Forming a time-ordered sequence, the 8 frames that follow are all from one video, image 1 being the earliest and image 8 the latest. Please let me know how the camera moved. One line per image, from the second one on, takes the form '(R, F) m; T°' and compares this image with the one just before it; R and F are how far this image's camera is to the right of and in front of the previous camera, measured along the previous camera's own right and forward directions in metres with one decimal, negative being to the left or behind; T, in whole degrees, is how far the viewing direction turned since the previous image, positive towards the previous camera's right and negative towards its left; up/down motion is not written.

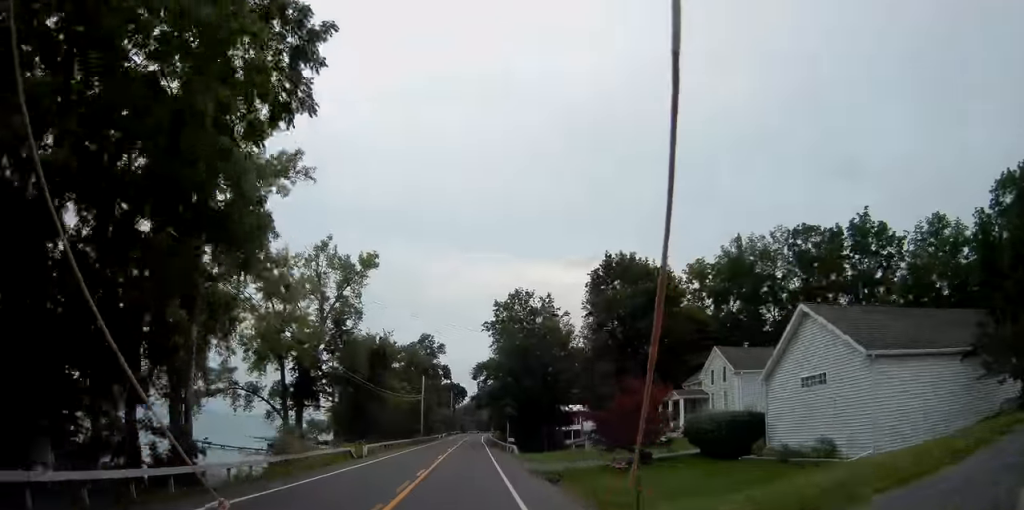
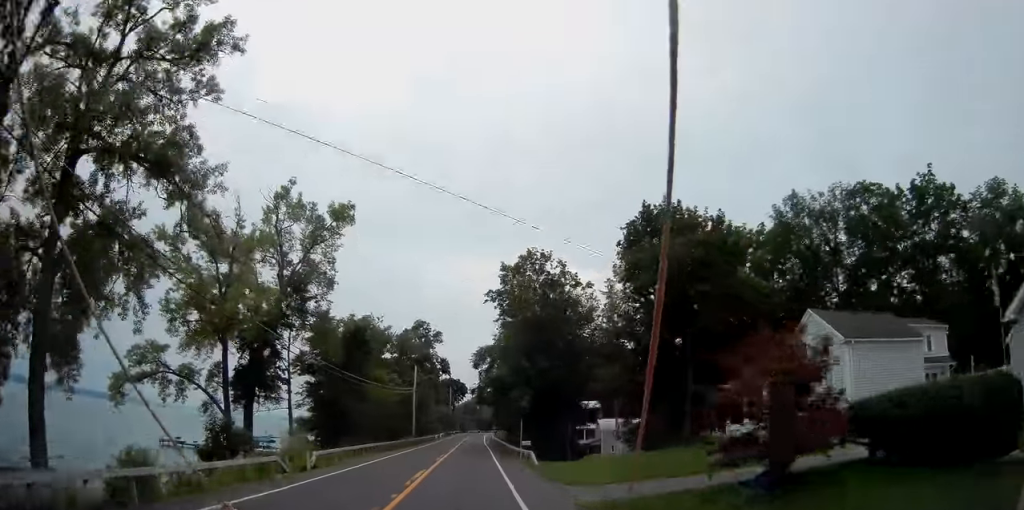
(-0.1, +12.7) m; 0°
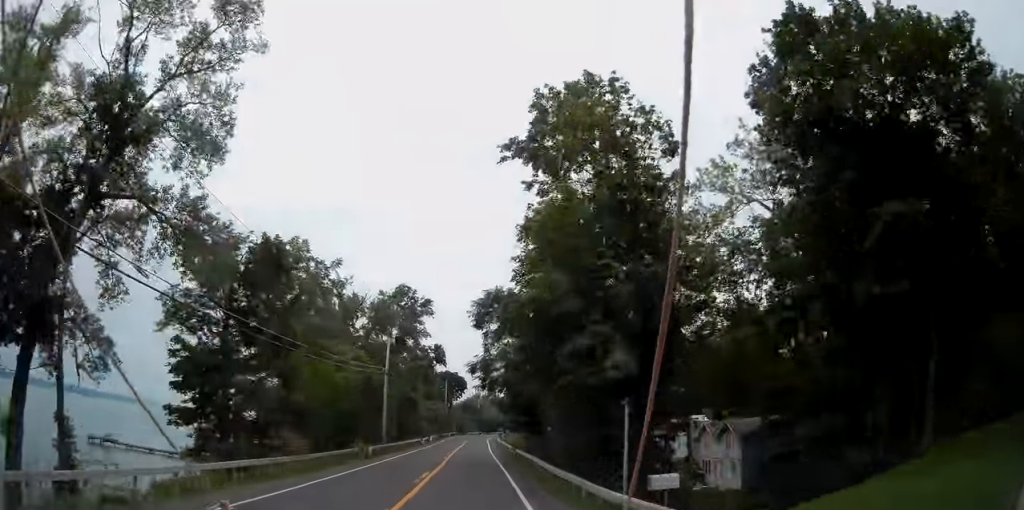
(+0.3, +24.0) m; 0°
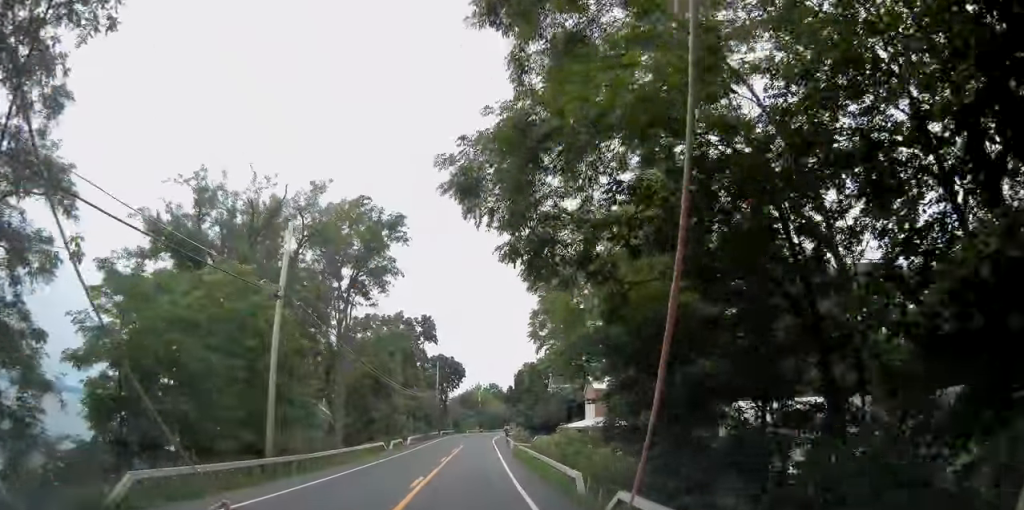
(-0.4, +27.6) m; -1°
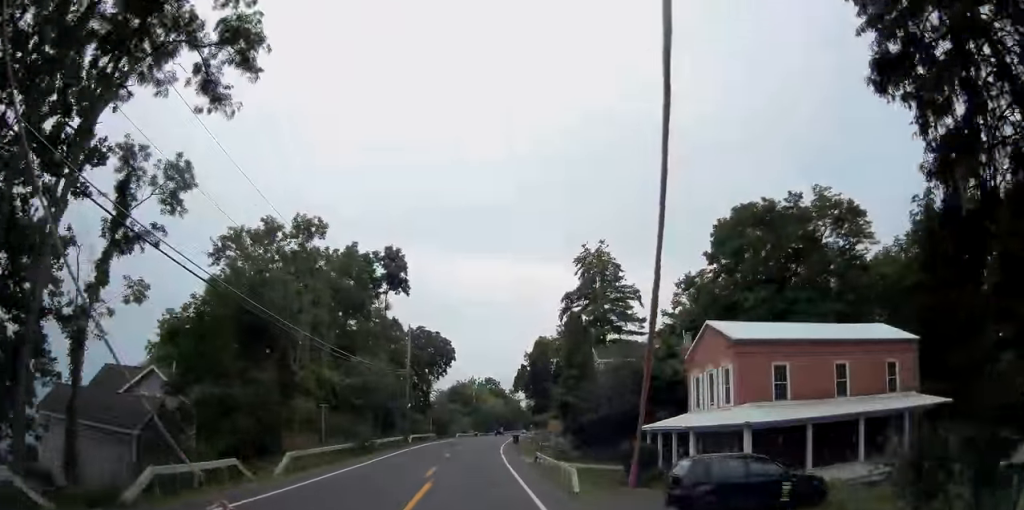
(+0.1, +33.9) m; +1°
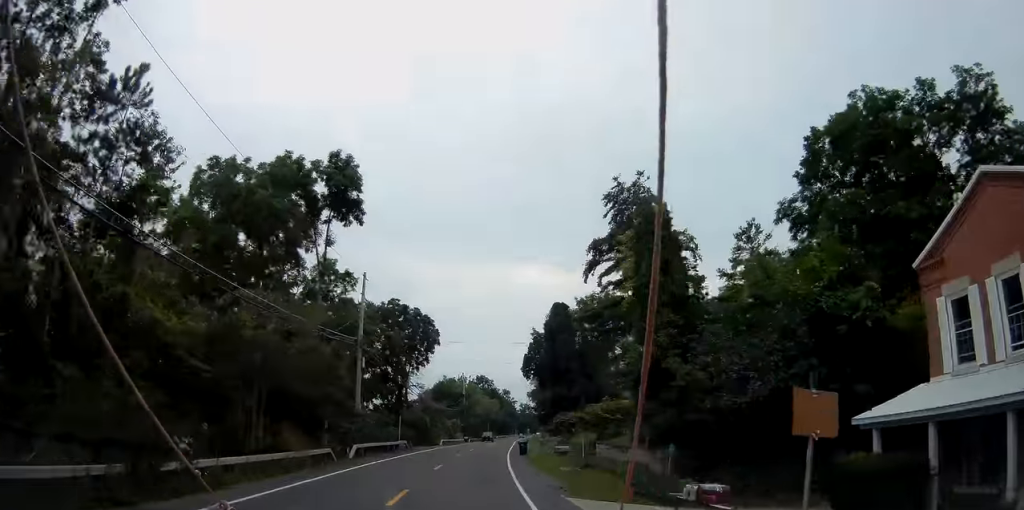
(+0.3, +20.6) m; +1°
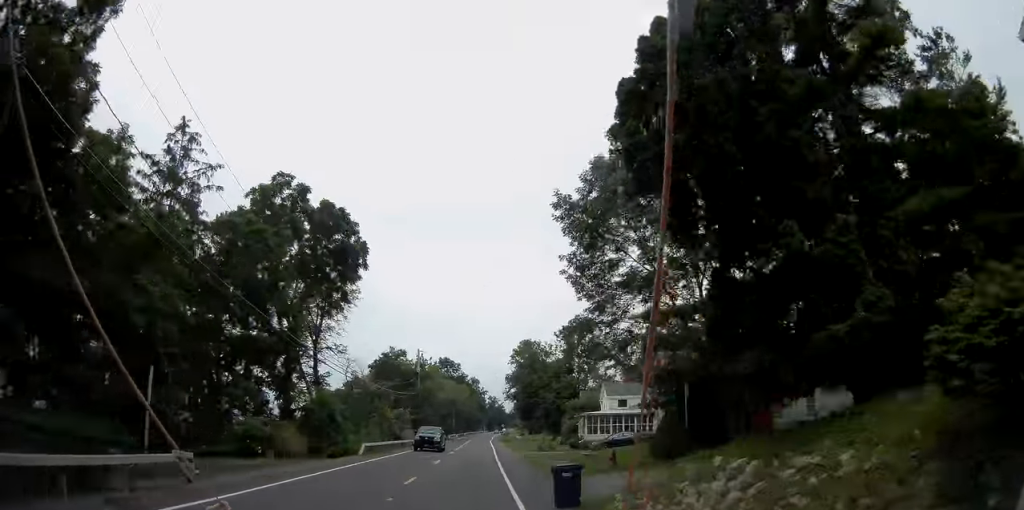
(+0.3, +32.5) m; +2°
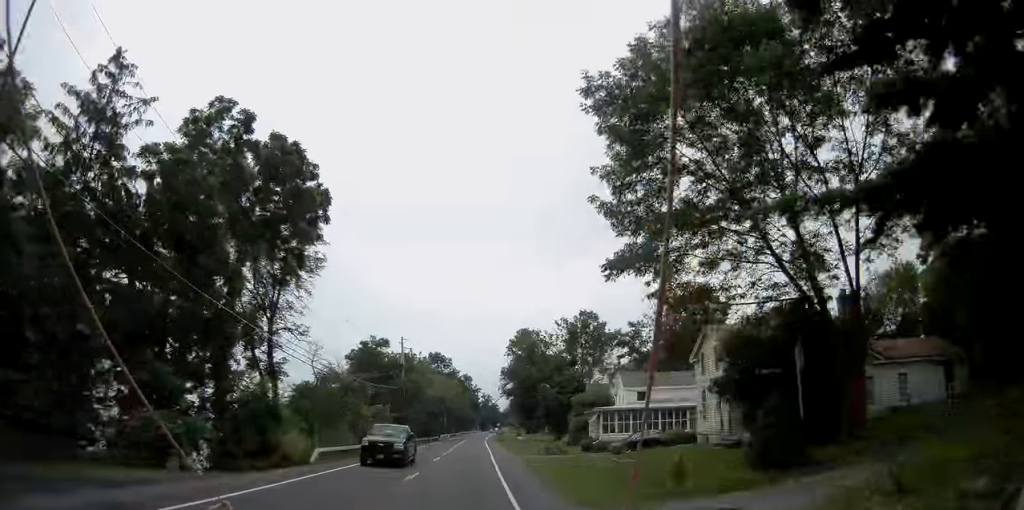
(-0.1, +9.1) m; +1°
